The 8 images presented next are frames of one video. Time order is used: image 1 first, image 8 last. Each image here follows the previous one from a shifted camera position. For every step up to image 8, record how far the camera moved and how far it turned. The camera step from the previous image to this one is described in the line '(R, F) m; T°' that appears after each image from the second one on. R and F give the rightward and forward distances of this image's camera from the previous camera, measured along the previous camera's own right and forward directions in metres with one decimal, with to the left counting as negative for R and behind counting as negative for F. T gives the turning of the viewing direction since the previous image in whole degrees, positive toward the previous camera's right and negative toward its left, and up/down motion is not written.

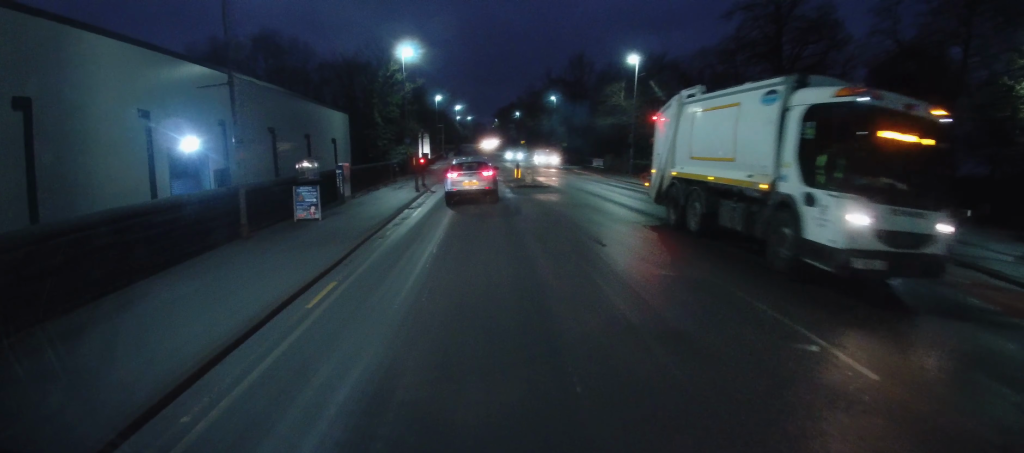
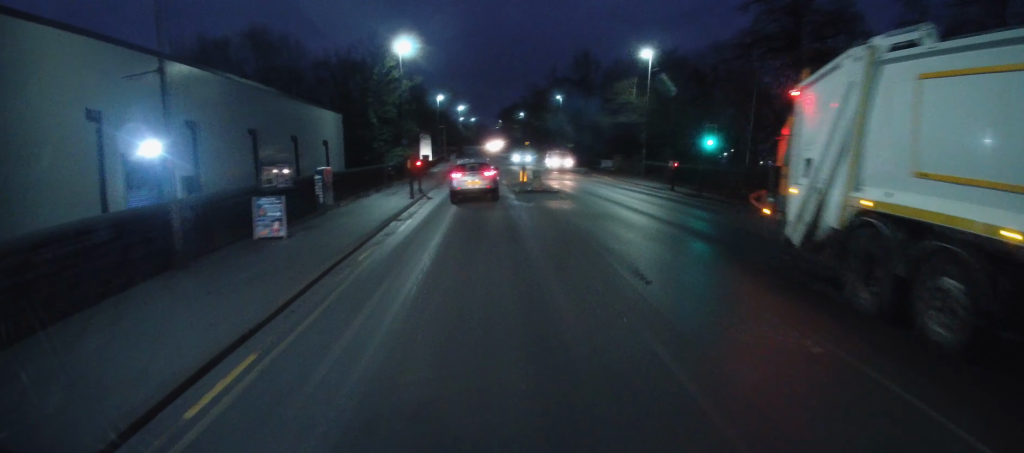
(-0.1, +2.9) m; -1°
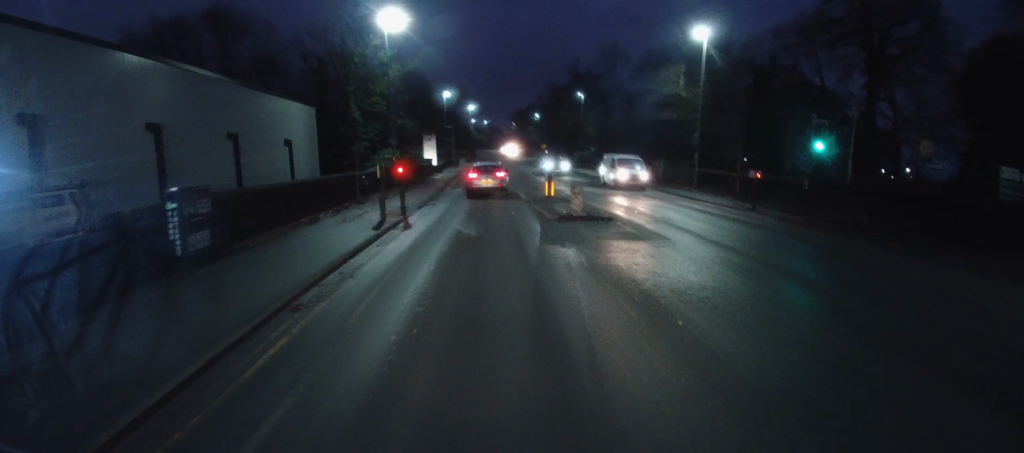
(+0.3, +9.3) m; +1°
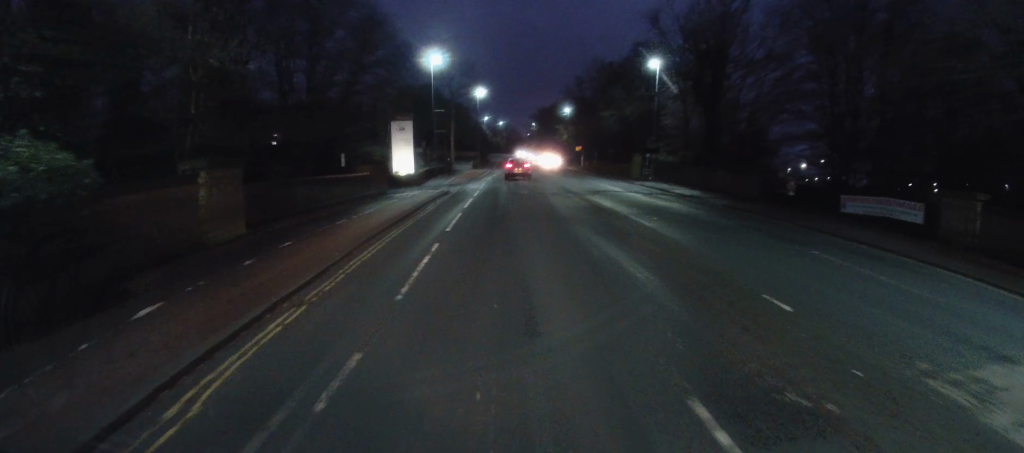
(-0.7, +28.9) m; -2°
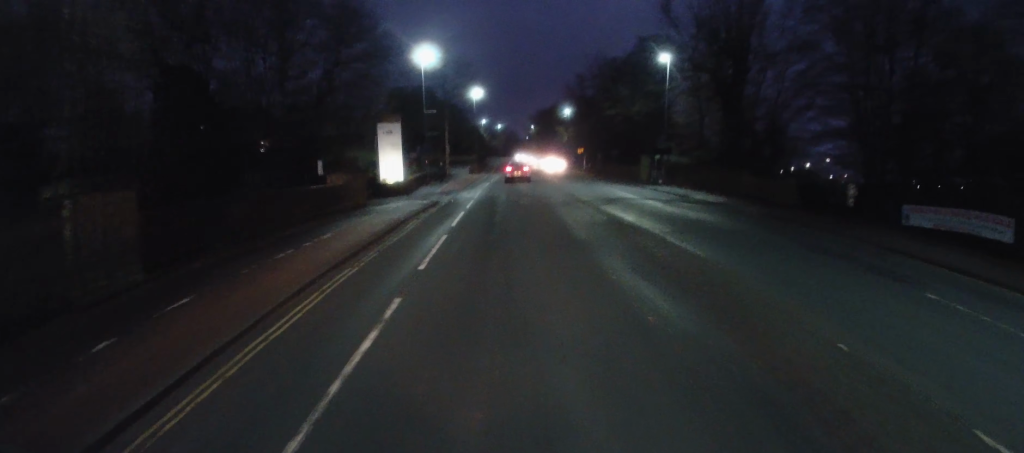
(0.0, +3.9) m; 0°
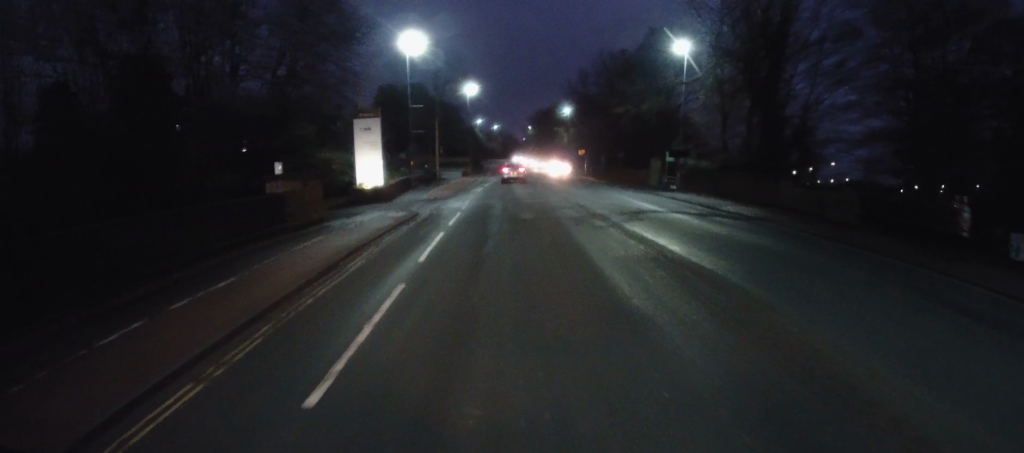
(+0.1, +4.9) m; +1°
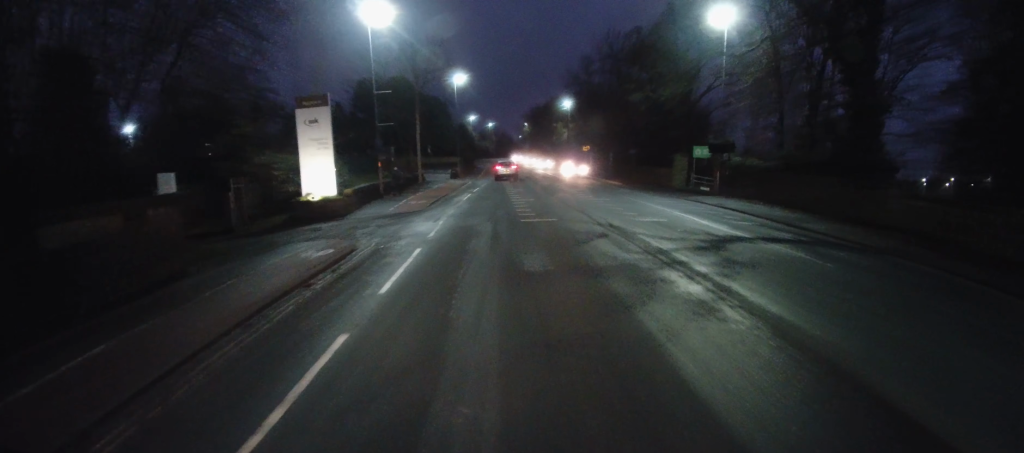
(+0.1, +8.3) m; 0°
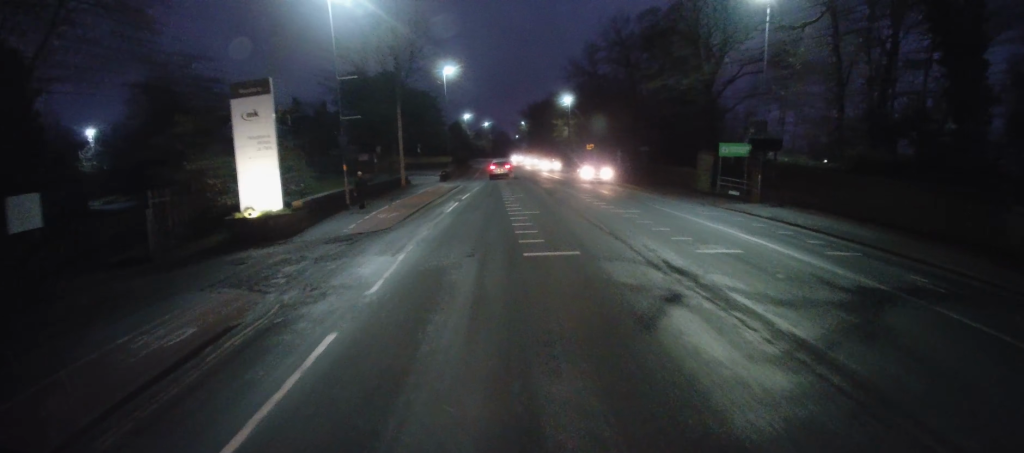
(0.0, +5.6) m; 0°
